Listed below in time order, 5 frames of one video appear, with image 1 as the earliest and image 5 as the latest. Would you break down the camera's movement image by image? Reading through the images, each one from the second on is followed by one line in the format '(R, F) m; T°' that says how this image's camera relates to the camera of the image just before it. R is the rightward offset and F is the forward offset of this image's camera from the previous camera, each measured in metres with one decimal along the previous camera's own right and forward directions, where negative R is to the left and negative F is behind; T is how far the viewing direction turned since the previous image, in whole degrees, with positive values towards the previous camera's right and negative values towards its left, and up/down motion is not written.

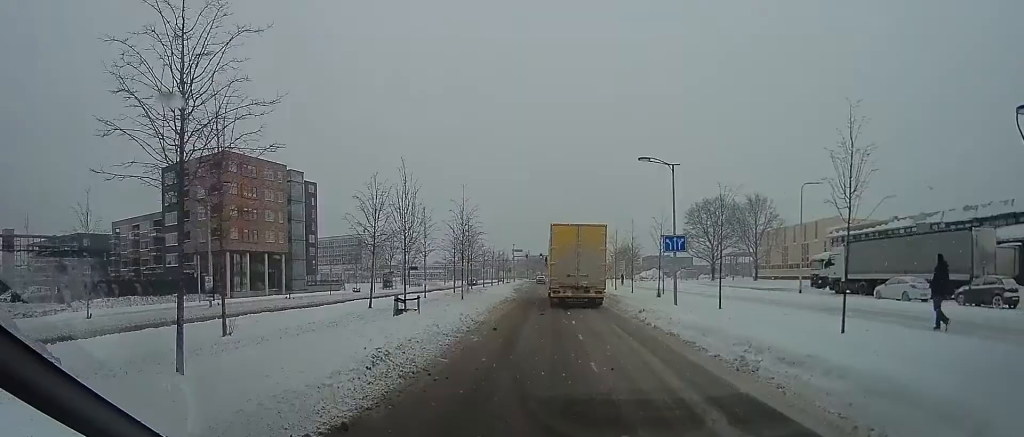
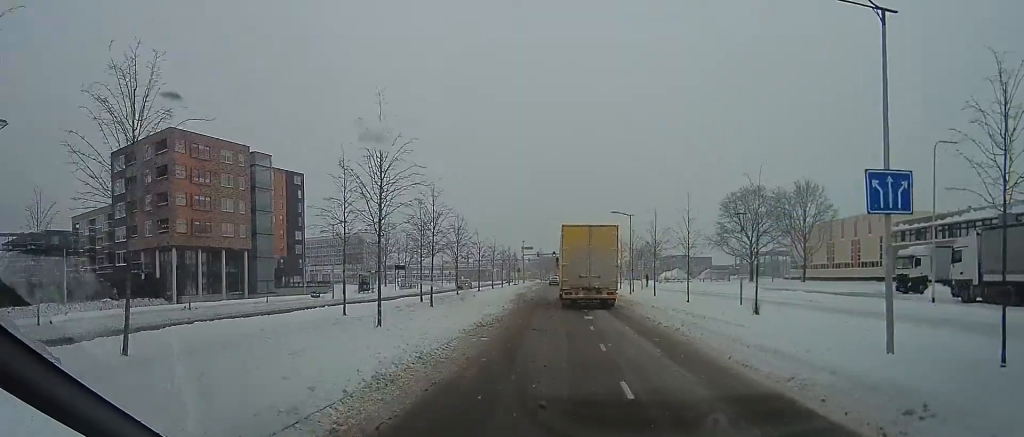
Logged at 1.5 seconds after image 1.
(-0.5, +13.7) m; -4°
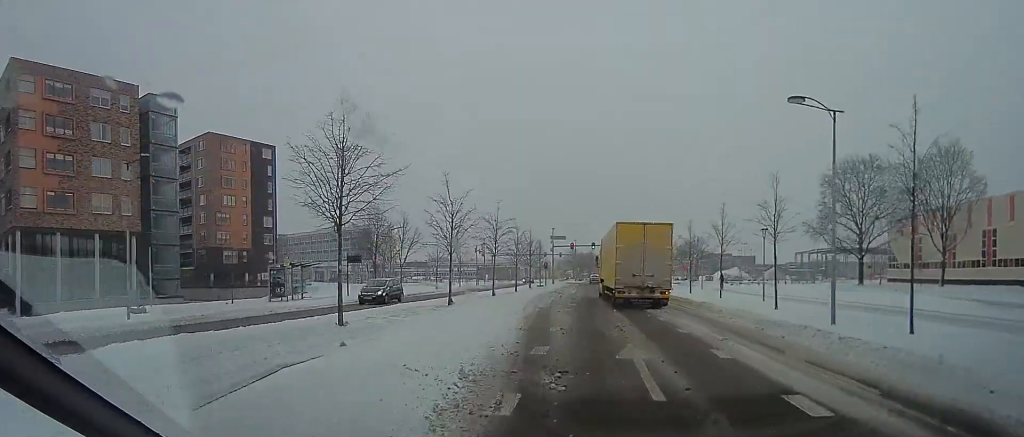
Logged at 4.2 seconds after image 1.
(-0.1, +25.5) m; -1°
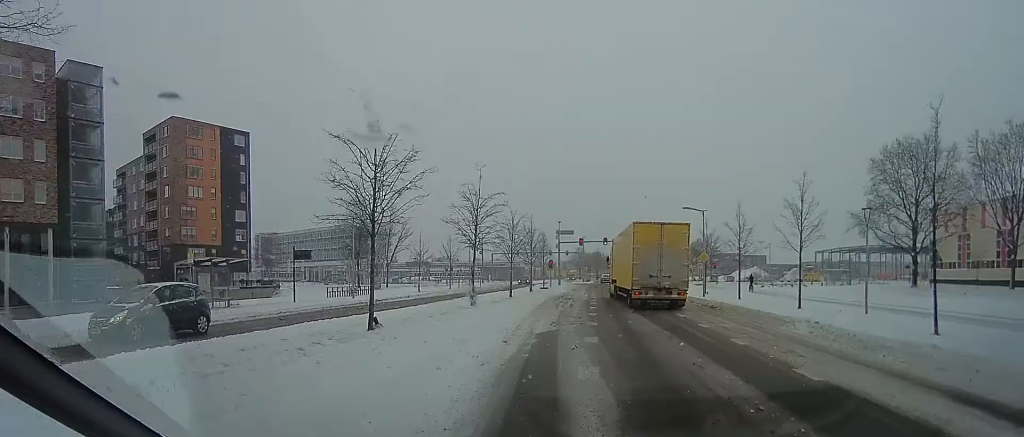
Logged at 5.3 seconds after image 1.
(-0.2, +10.1) m; -2°
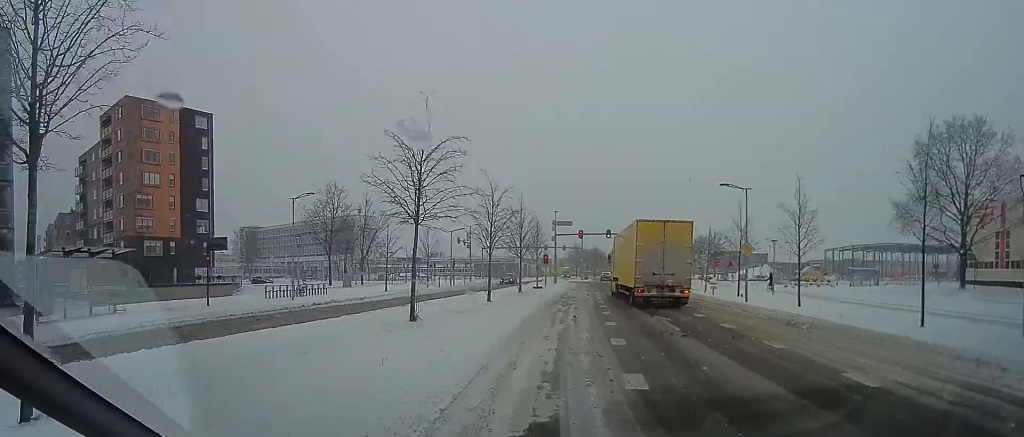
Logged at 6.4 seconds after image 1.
(-0.1, +9.0) m; 0°
